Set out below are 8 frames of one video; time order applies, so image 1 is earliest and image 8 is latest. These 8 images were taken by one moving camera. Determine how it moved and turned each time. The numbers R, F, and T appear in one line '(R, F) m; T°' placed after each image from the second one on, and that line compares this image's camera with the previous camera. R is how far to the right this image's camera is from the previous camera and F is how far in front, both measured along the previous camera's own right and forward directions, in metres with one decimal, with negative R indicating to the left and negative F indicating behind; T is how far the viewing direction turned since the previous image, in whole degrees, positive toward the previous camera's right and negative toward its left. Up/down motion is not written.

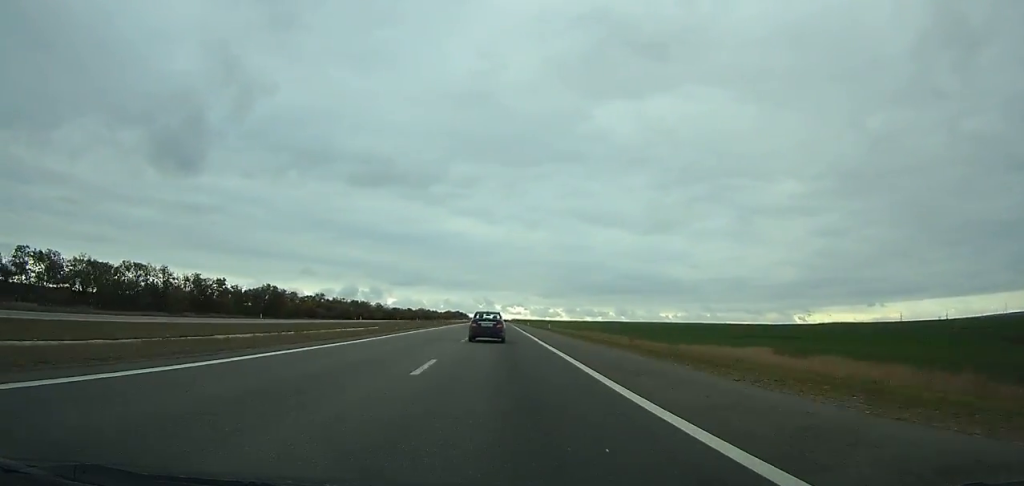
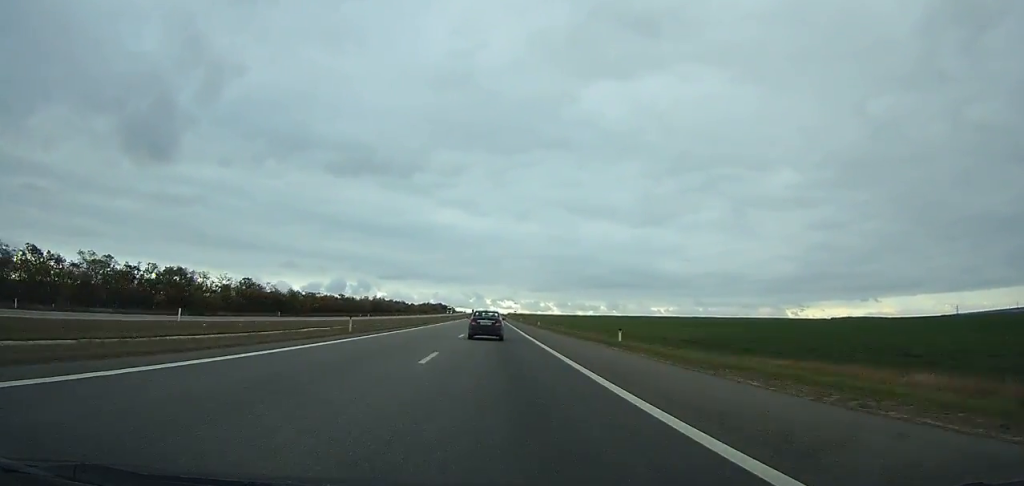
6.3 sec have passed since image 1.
(-1.5, +191.4) m; 0°
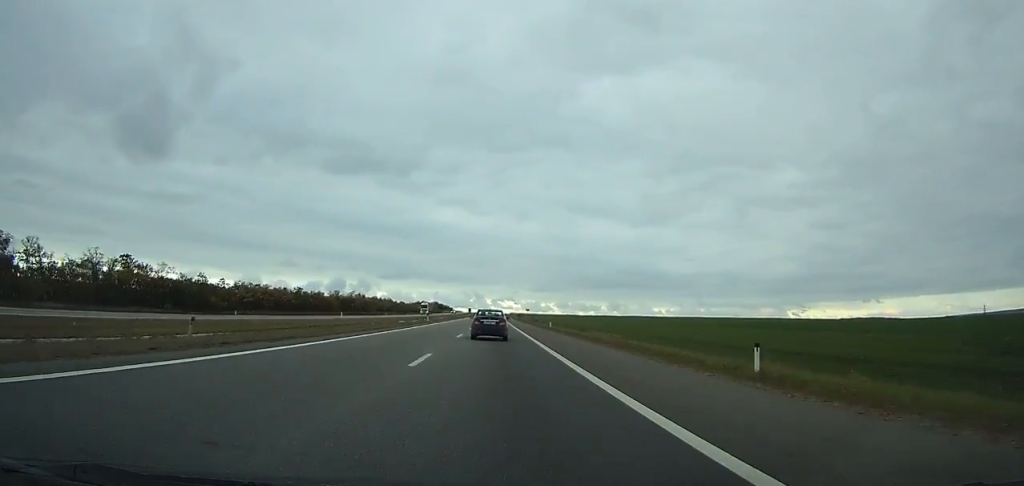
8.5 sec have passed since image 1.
(+0.5, +65.5) m; 0°
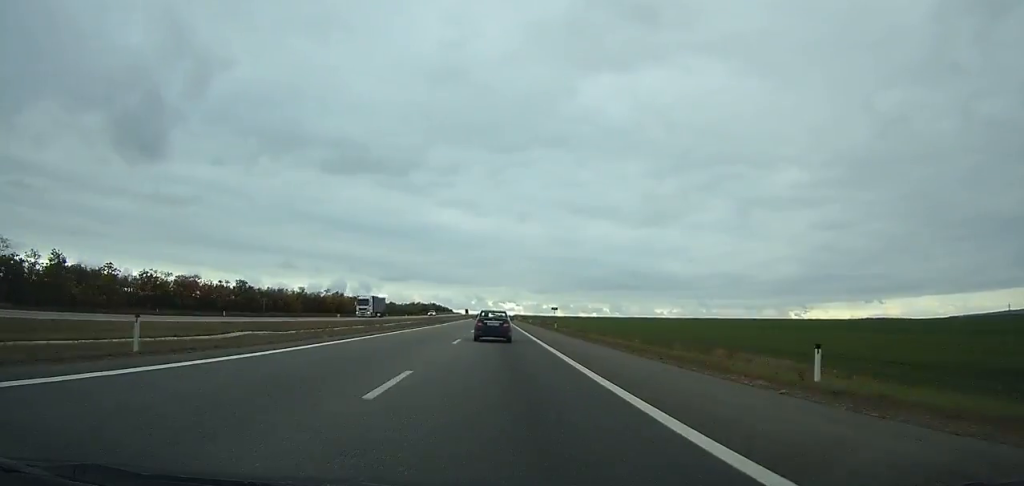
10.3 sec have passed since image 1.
(0.0, +53.2) m; 0°
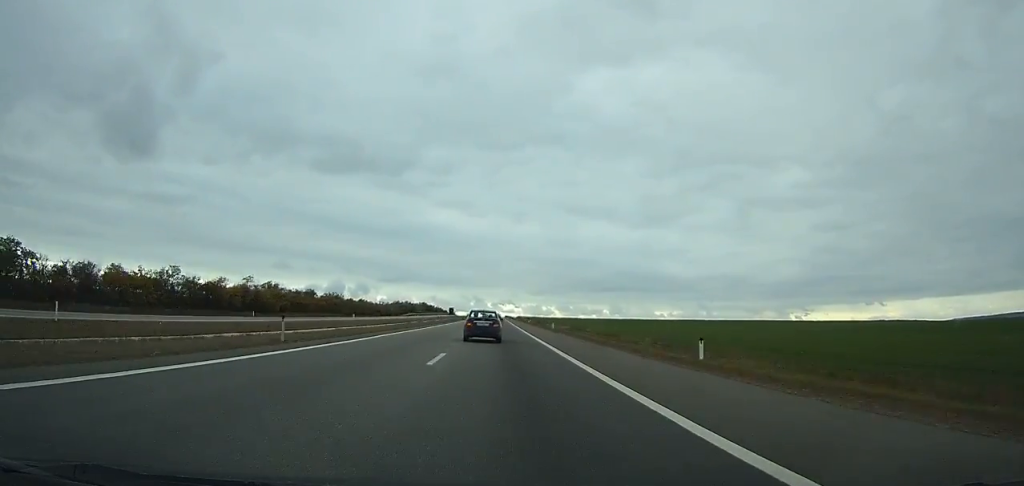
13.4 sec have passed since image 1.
(-0.2, +90.6) m; 0°
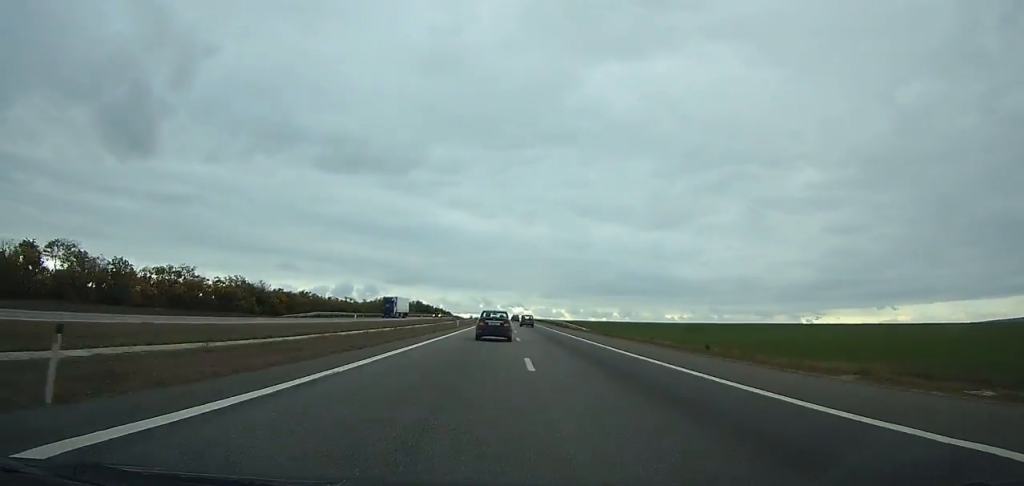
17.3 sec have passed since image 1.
(-0.6, +113.6) m; -1°
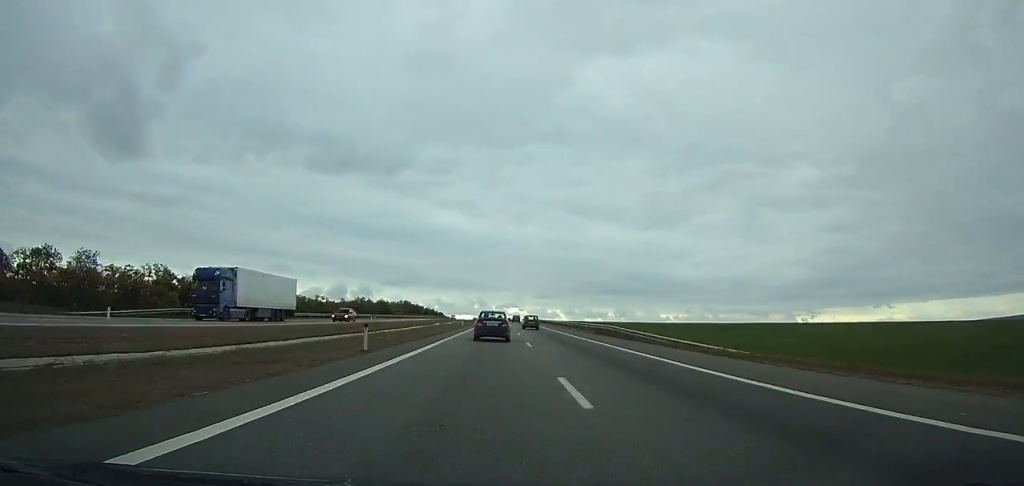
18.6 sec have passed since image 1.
(-0.1, +37.9) m; 0°
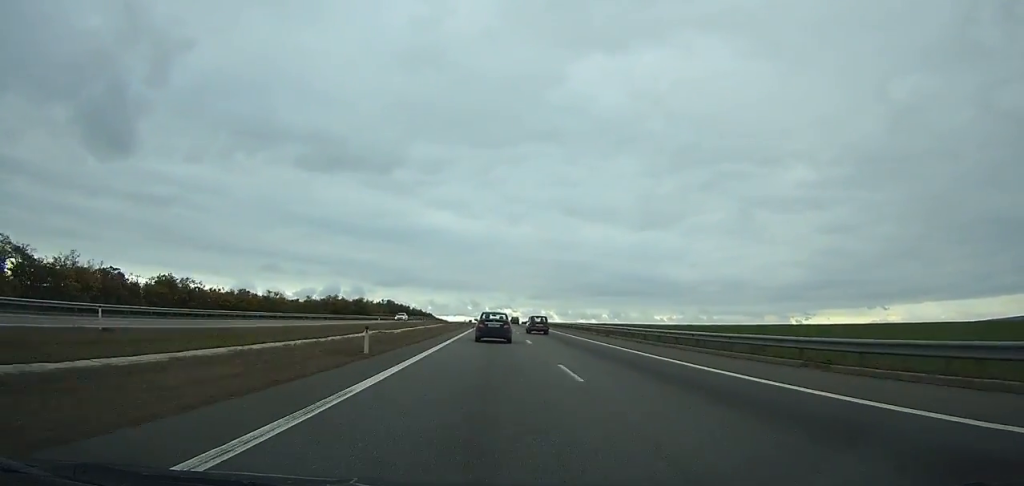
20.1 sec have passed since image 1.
(0.0, +44.2) m; 0°
